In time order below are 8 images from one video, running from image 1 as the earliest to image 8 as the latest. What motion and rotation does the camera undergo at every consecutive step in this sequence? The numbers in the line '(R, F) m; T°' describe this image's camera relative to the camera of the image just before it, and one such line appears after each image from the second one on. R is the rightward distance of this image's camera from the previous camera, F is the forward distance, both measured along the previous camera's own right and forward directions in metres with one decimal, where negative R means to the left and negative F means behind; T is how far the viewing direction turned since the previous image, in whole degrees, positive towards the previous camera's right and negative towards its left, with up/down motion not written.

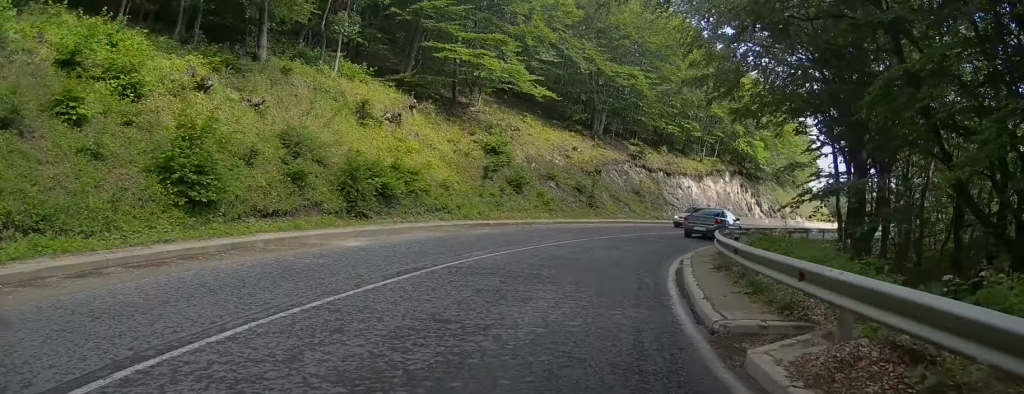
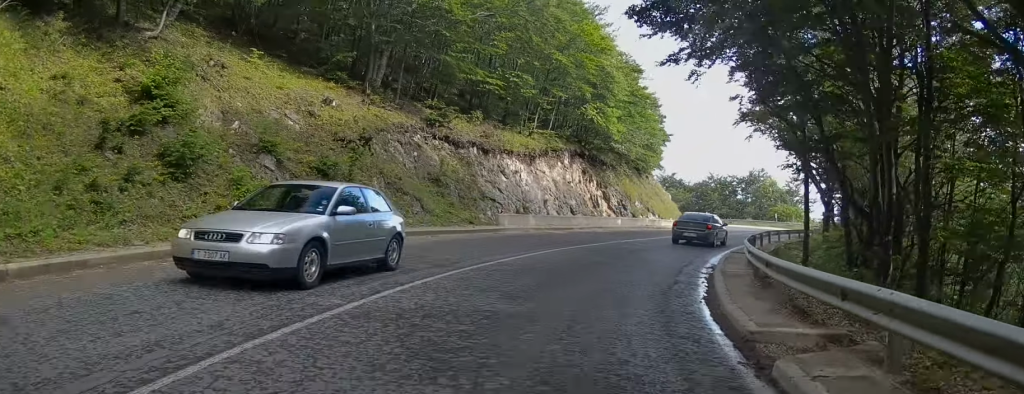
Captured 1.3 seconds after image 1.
(+2.0, +16.4) m; +14°
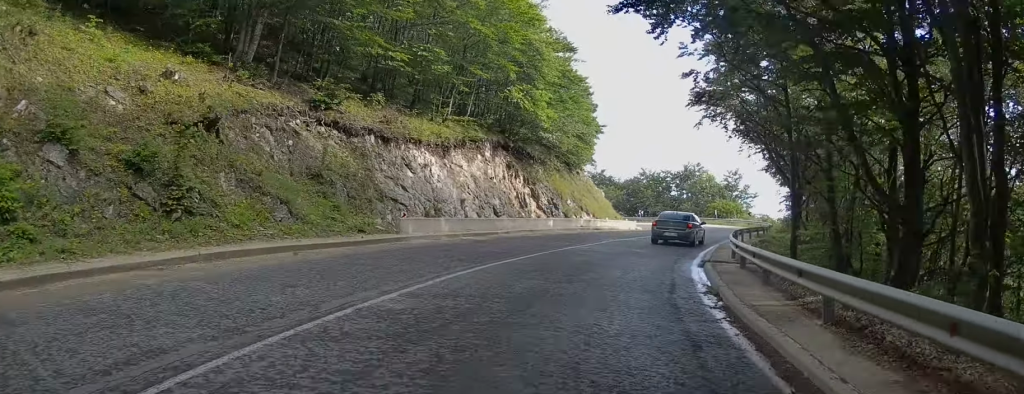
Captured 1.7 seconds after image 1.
(+0.3, +5.6) m; +5°
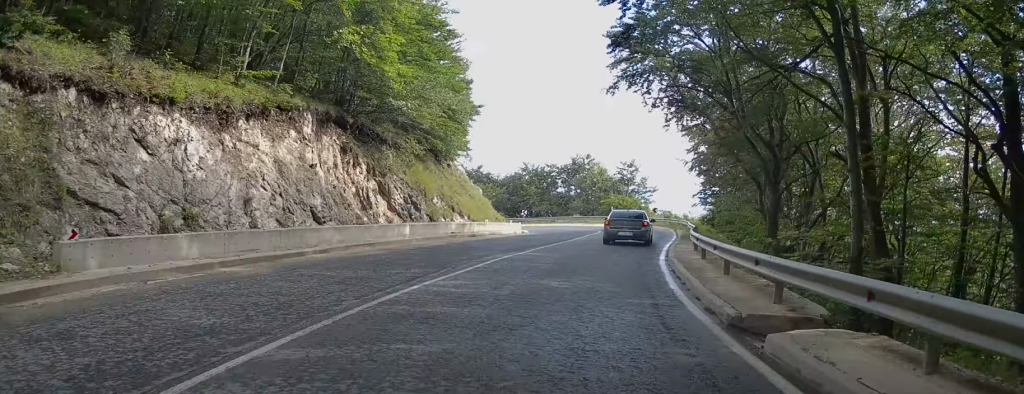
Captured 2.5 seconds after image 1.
(+0.8, +10.1) m; +7°
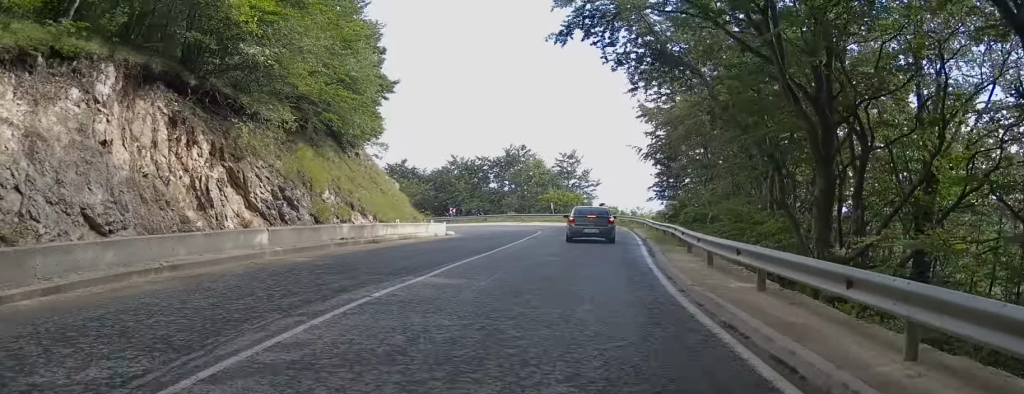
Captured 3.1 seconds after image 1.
(+0.2, +7.5) m; +5°
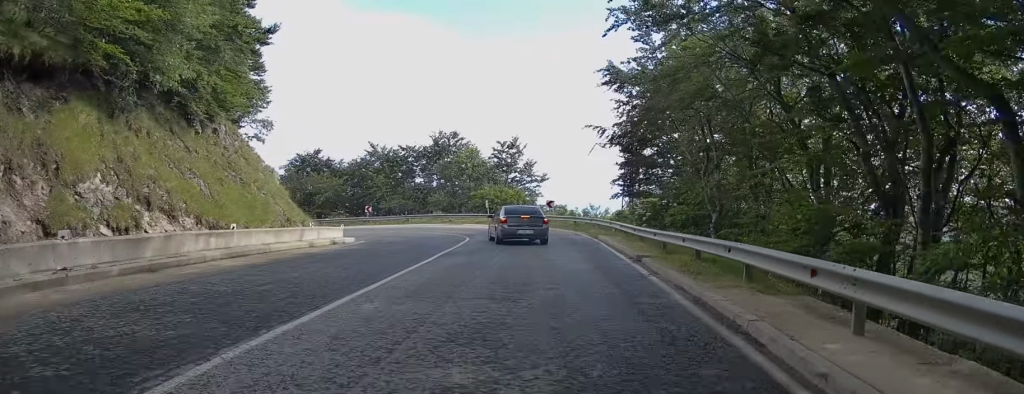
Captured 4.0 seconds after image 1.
(+0.6, +10.6) m; +6°
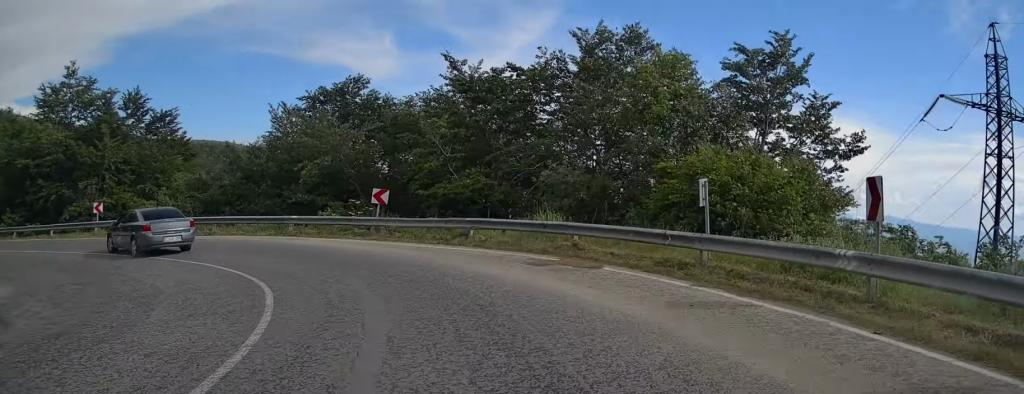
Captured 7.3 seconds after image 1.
(-2.6, +33.3) m; -26°
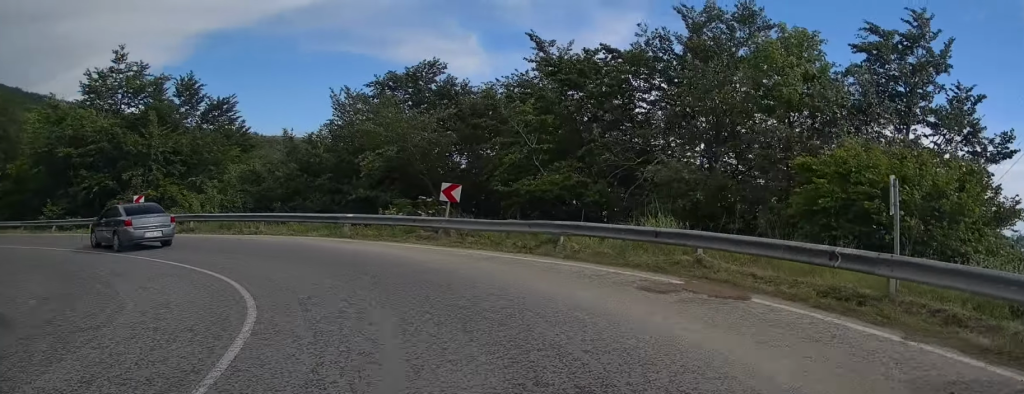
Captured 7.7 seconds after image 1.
(-0.2, +3.3) m; -7°
